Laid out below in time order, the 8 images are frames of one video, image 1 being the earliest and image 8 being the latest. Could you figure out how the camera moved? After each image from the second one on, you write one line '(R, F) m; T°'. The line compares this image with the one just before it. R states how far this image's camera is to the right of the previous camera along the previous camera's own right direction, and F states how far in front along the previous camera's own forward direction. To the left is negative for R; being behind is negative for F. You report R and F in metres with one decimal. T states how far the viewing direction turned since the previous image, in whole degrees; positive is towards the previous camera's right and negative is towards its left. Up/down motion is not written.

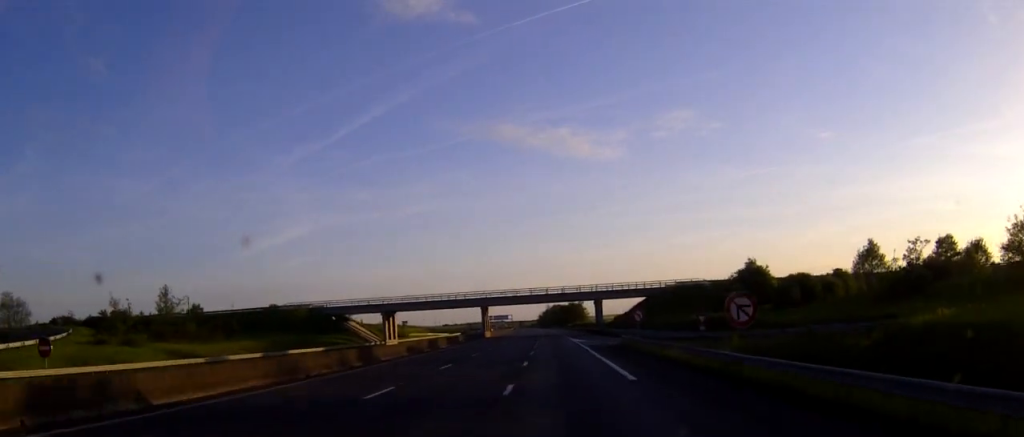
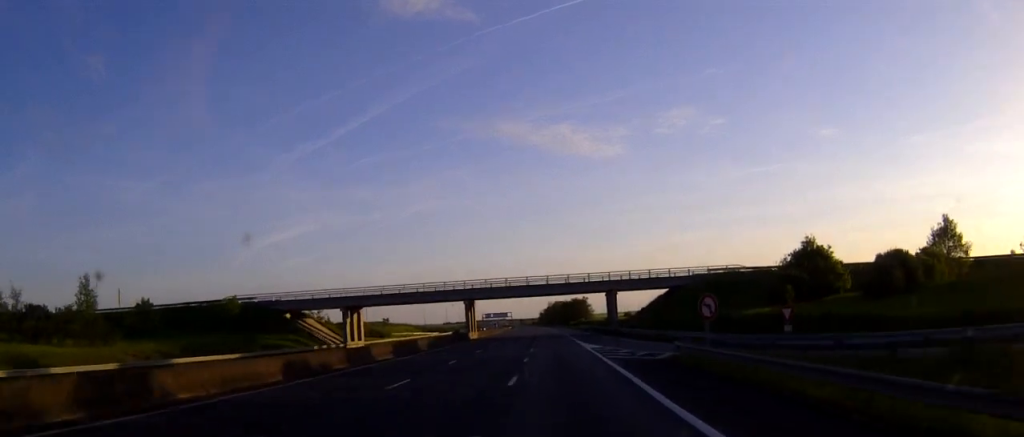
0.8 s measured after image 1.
(0.0, +23.4) m; 0°
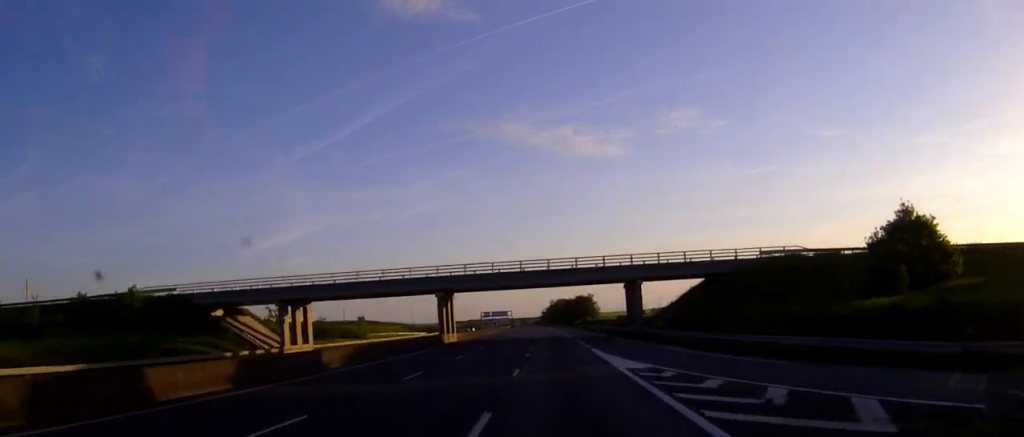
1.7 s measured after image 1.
(0.0, +23.5) m; 0°
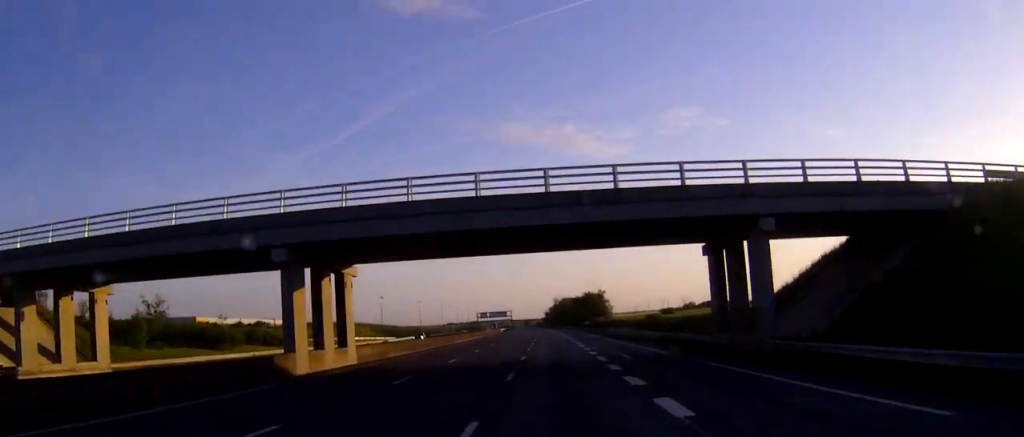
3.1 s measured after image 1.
(-0.1, +40.2) m; -1°
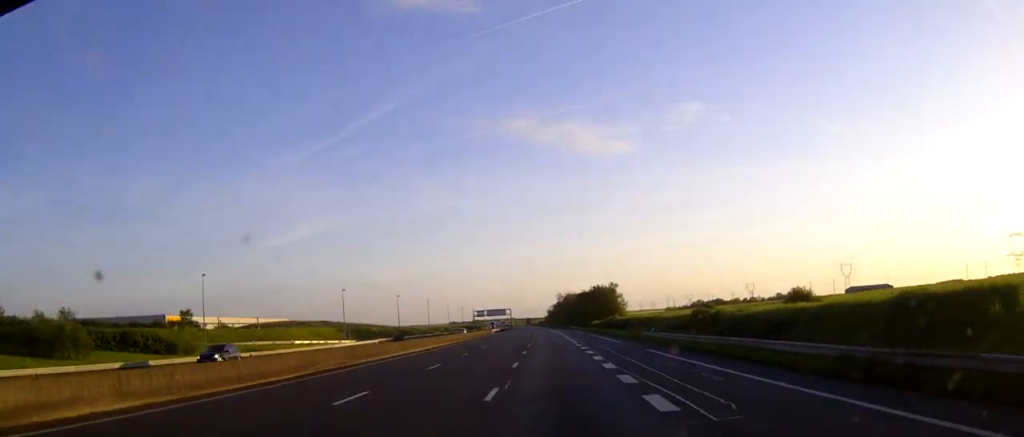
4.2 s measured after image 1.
(-0.3, +31.8) m; -1°
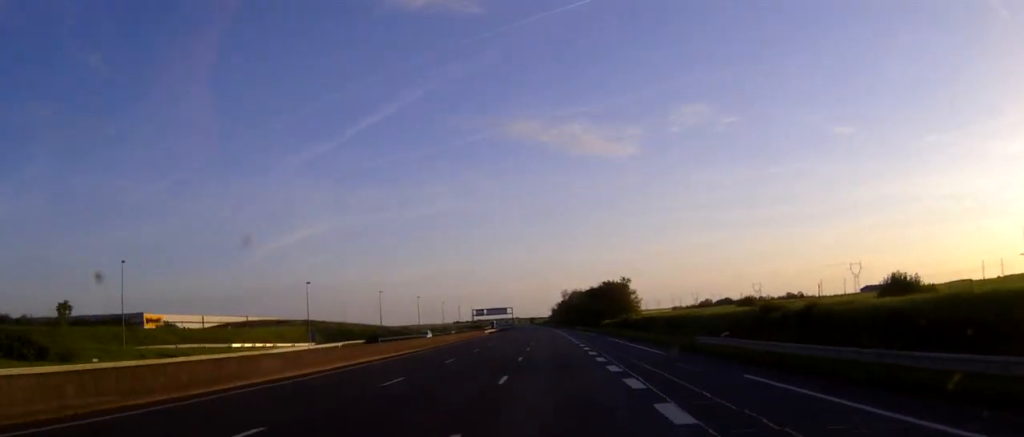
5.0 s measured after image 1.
(0.0, +21.6) m; 0°
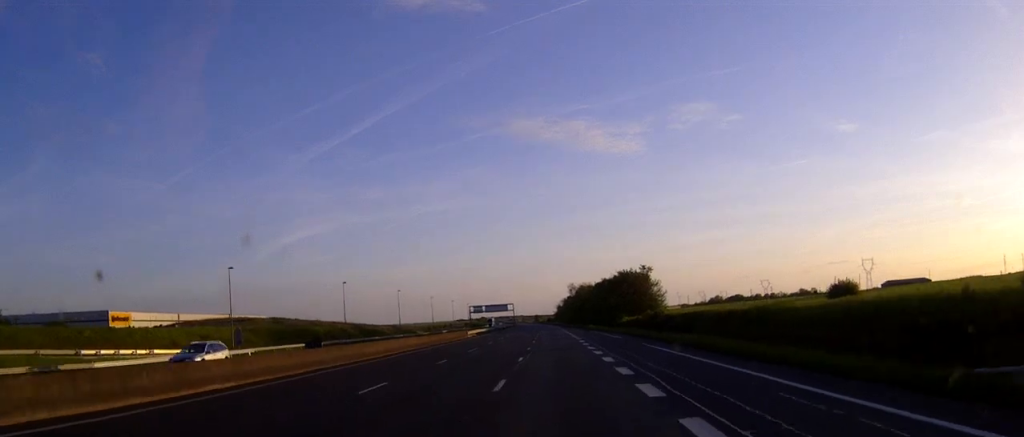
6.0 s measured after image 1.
(+0.1, +29.1) m; 0°
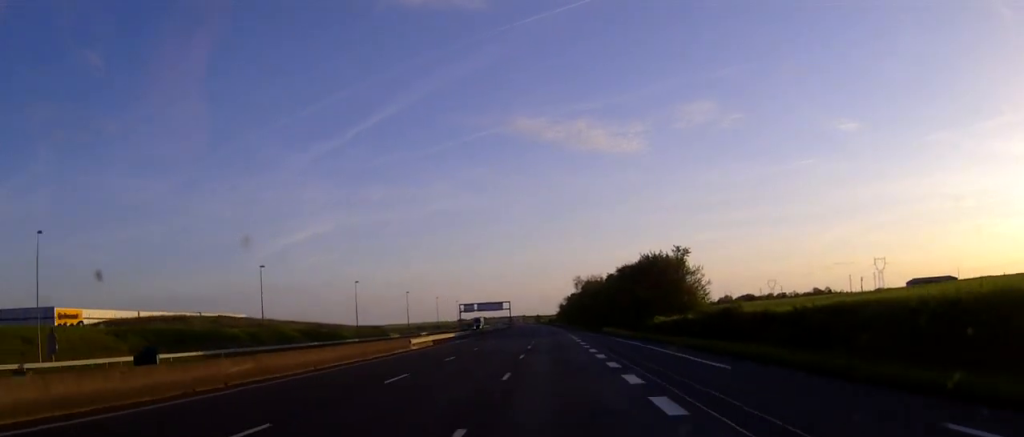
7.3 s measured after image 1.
(-0.1, +35.7) m; 0°
